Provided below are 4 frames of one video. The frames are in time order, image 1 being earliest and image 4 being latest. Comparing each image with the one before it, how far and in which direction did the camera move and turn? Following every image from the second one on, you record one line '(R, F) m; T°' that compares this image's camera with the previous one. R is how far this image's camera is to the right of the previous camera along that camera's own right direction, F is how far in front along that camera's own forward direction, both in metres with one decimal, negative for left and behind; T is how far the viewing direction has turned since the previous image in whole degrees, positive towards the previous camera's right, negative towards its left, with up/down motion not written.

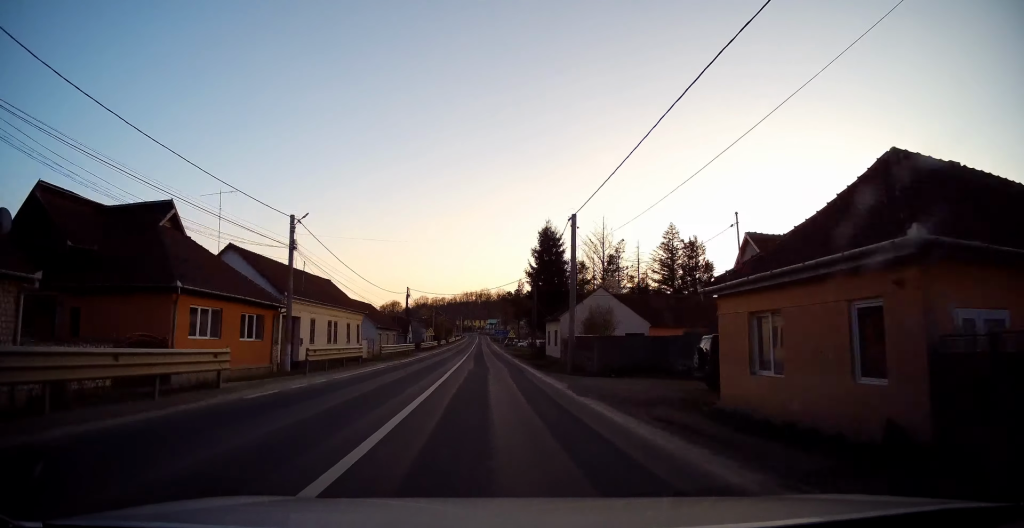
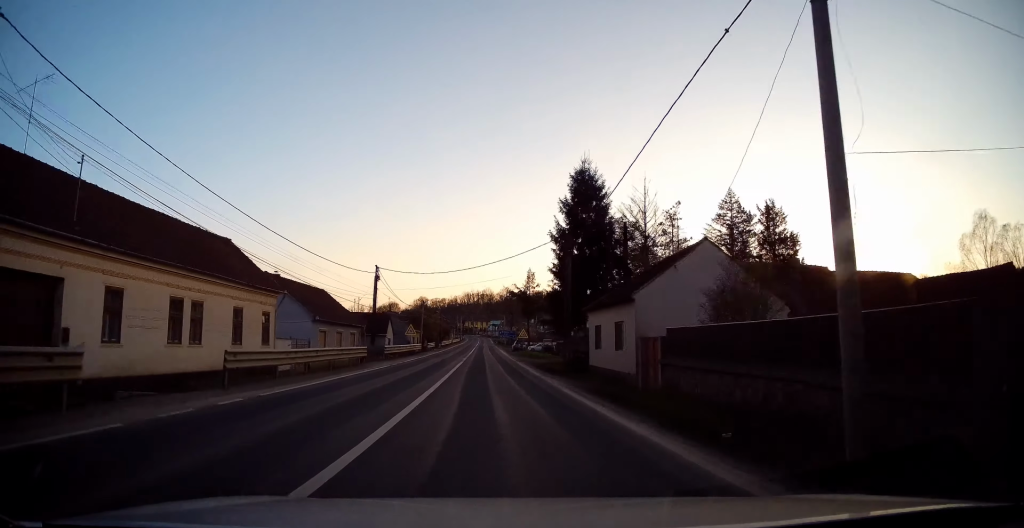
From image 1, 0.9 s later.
(+0.1, +21.1) m; 0°
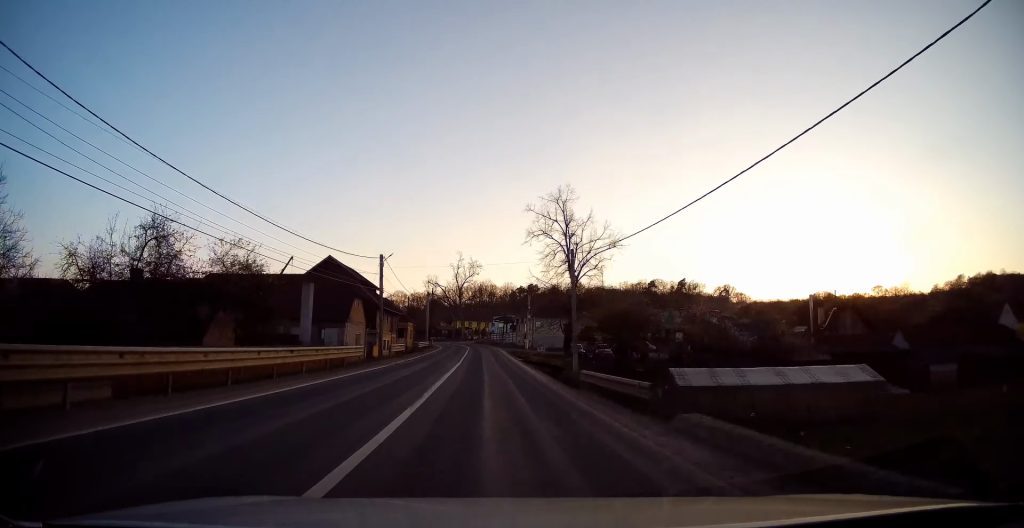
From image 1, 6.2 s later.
(-0.2, +115.7) m; 0°
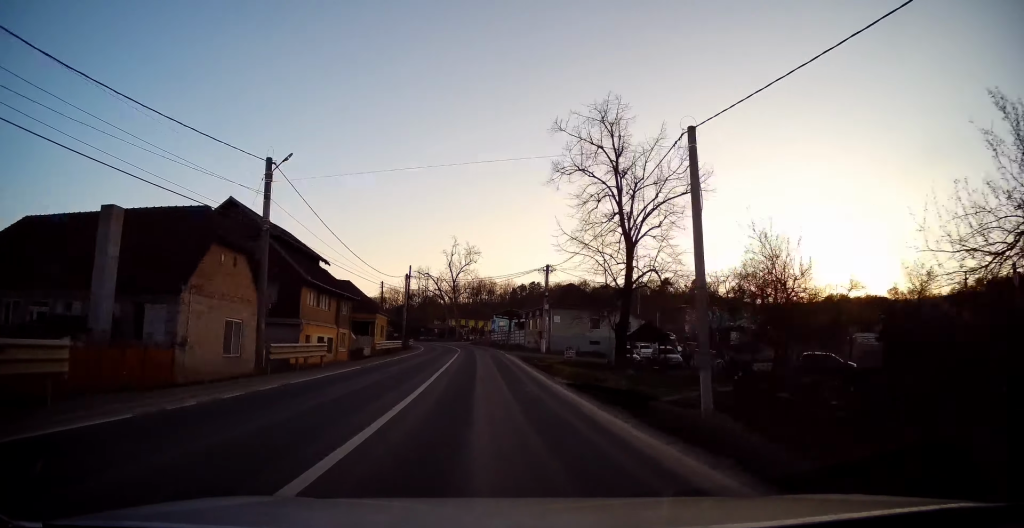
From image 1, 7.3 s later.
(0.0, +21.4) m; 0°
